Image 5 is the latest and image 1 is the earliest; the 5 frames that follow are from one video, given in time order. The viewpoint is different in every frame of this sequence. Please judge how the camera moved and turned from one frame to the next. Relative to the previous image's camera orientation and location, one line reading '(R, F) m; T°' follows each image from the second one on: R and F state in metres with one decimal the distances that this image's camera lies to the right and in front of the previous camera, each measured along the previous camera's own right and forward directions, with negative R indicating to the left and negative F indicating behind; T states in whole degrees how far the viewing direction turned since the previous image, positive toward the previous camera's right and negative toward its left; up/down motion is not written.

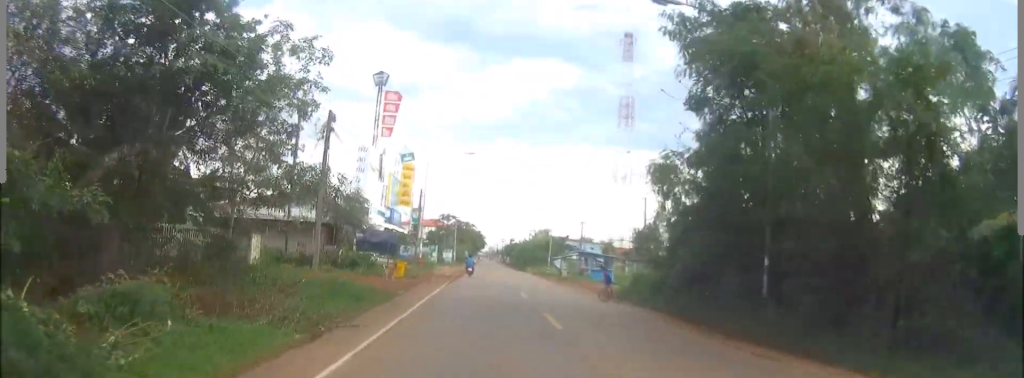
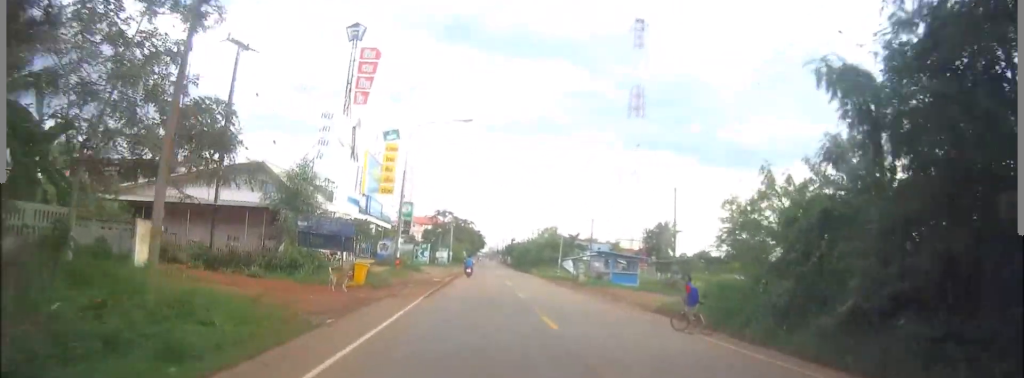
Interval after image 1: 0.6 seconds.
(0.0, +11.8) m; 0°
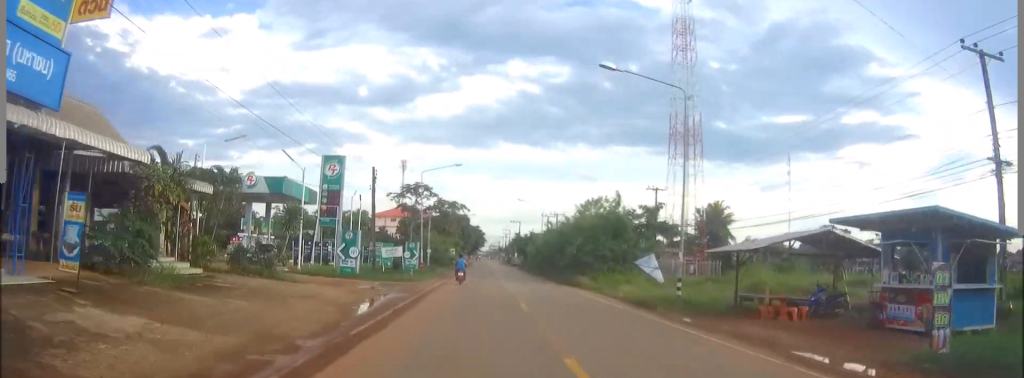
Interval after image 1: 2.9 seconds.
(+0.3, +44.3) m; +1°
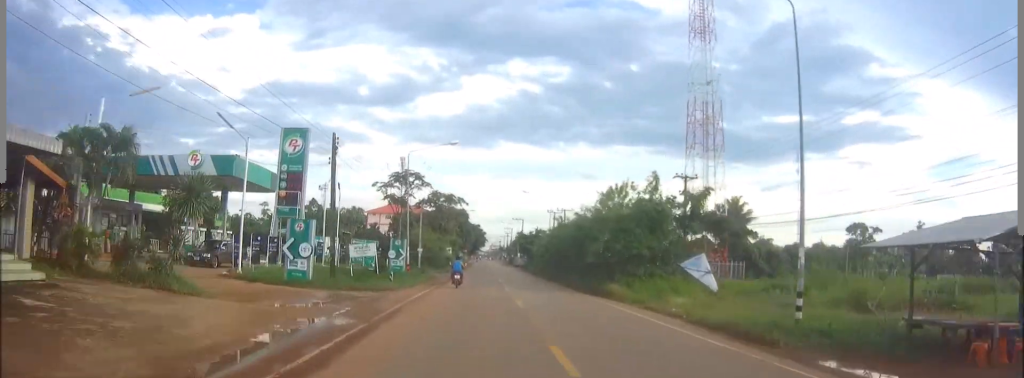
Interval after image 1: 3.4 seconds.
(-0.1, +10.3) m; 0°
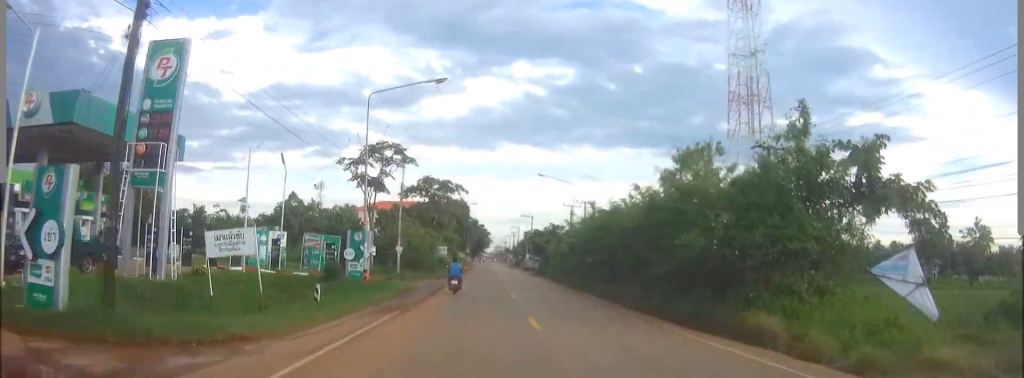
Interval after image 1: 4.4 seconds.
(+0.1, +18.4) m; 0°
